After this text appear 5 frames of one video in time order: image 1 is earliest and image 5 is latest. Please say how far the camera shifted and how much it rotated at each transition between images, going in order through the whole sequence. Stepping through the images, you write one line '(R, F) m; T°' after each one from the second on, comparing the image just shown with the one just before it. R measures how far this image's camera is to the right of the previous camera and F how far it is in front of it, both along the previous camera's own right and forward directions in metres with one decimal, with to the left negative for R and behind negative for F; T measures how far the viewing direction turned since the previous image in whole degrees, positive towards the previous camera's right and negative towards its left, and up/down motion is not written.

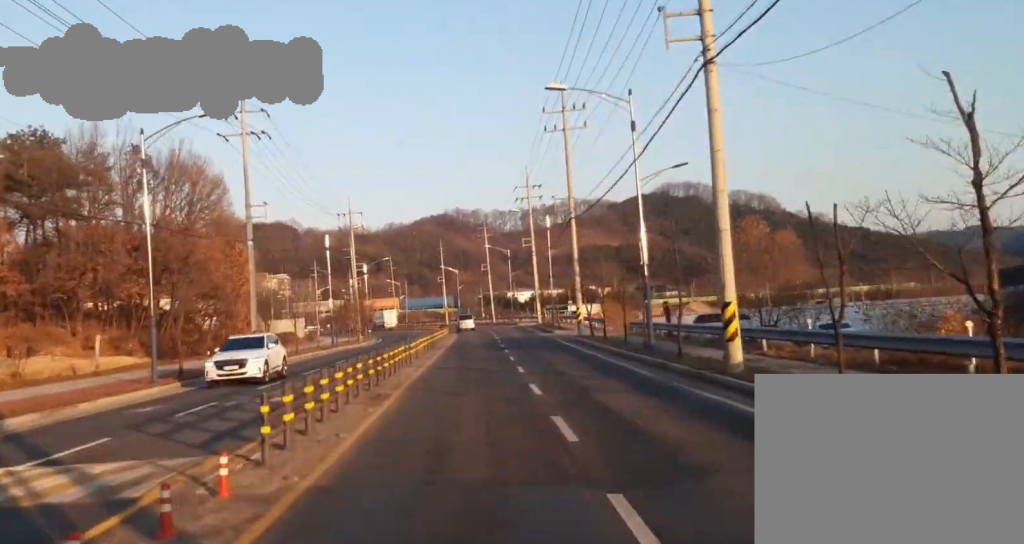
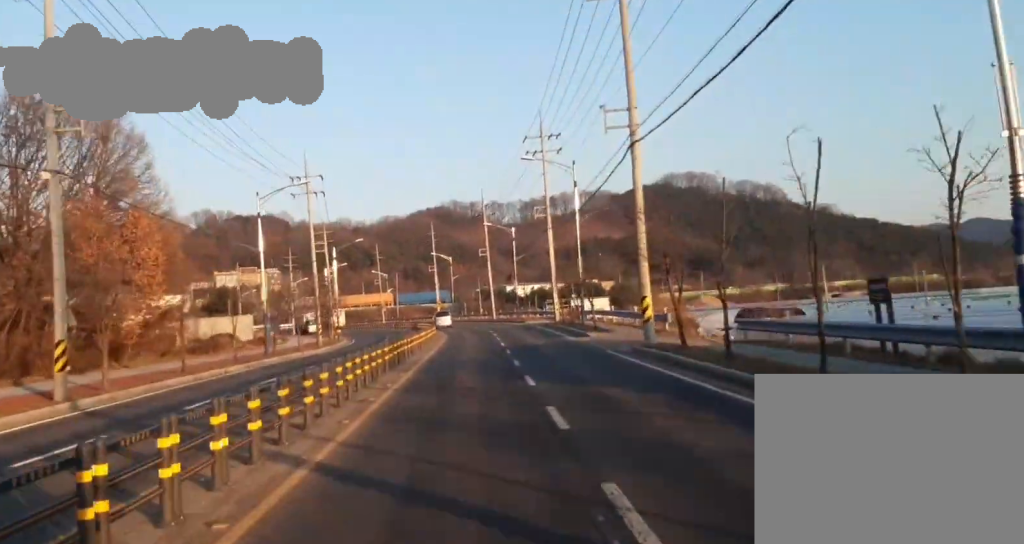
(+0.5, +23.0) m; +1°
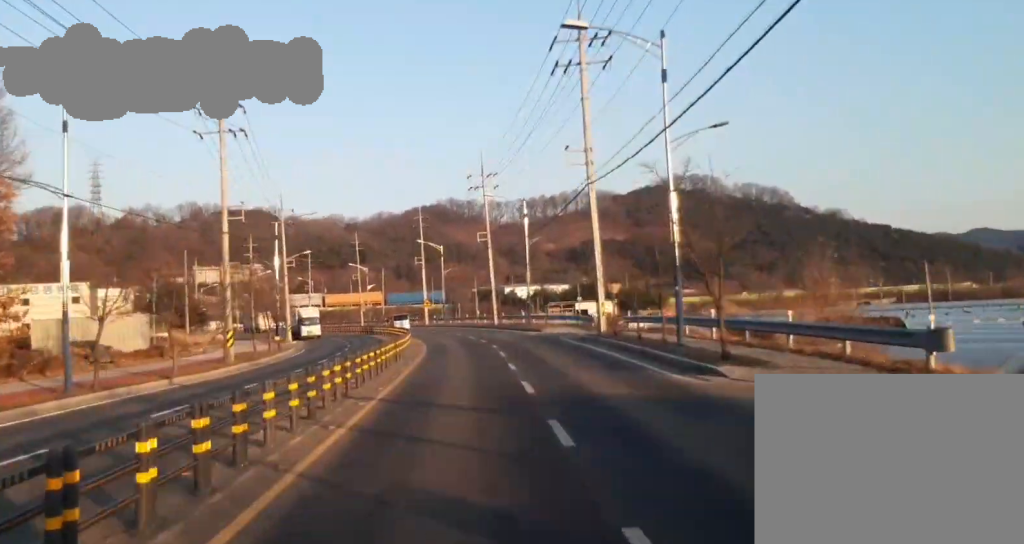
(+0.1, +24.5) m; 0°
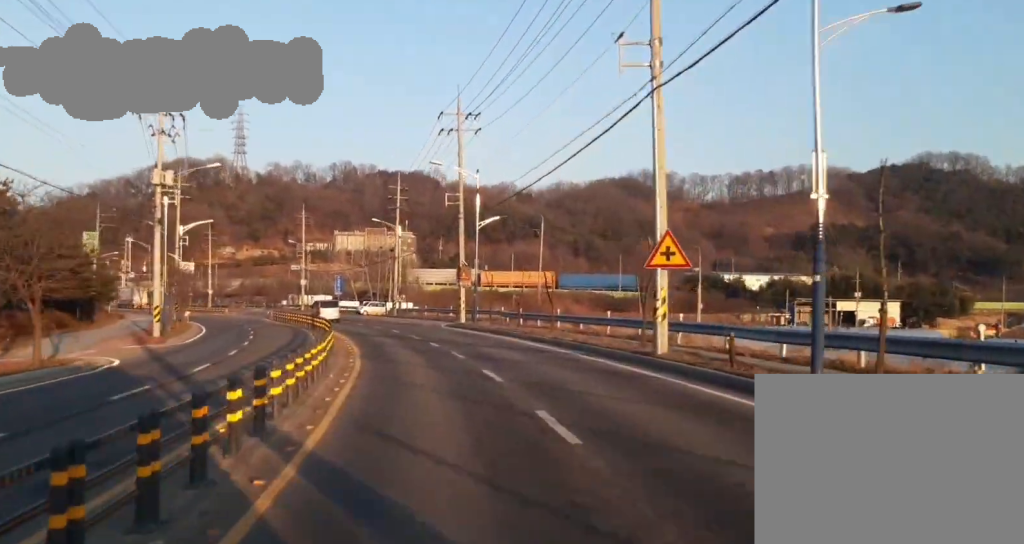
(-2.2, +89.7) m; -6°
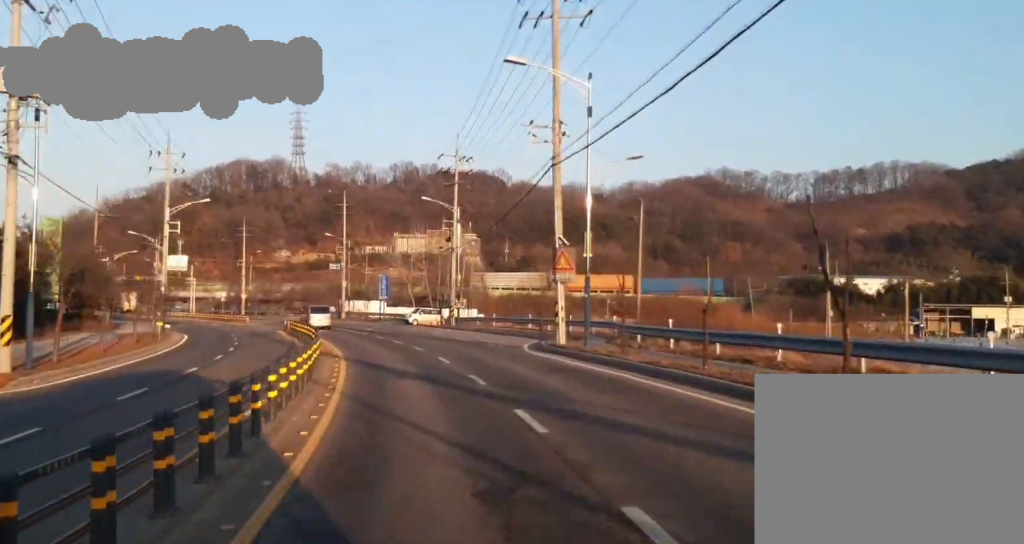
(-0.8, +23.2) m; -6°
